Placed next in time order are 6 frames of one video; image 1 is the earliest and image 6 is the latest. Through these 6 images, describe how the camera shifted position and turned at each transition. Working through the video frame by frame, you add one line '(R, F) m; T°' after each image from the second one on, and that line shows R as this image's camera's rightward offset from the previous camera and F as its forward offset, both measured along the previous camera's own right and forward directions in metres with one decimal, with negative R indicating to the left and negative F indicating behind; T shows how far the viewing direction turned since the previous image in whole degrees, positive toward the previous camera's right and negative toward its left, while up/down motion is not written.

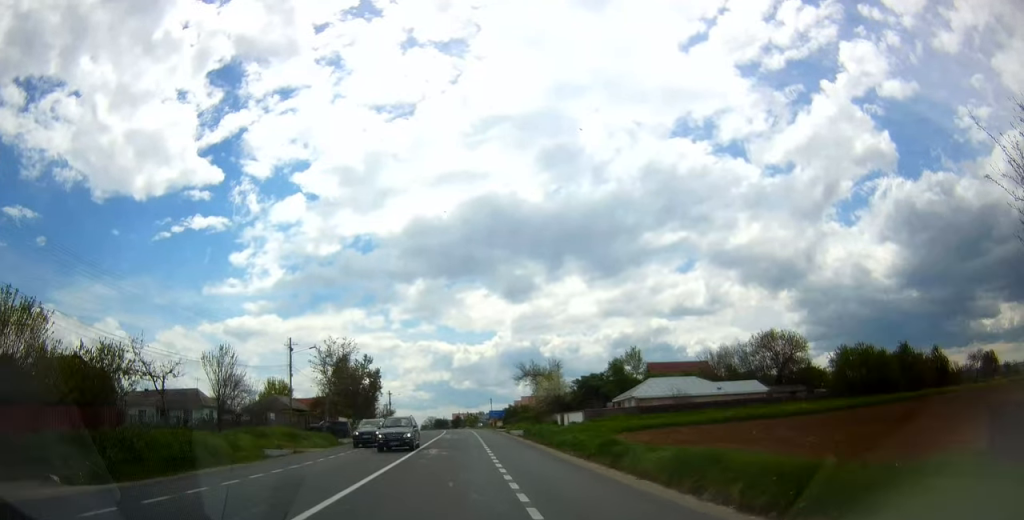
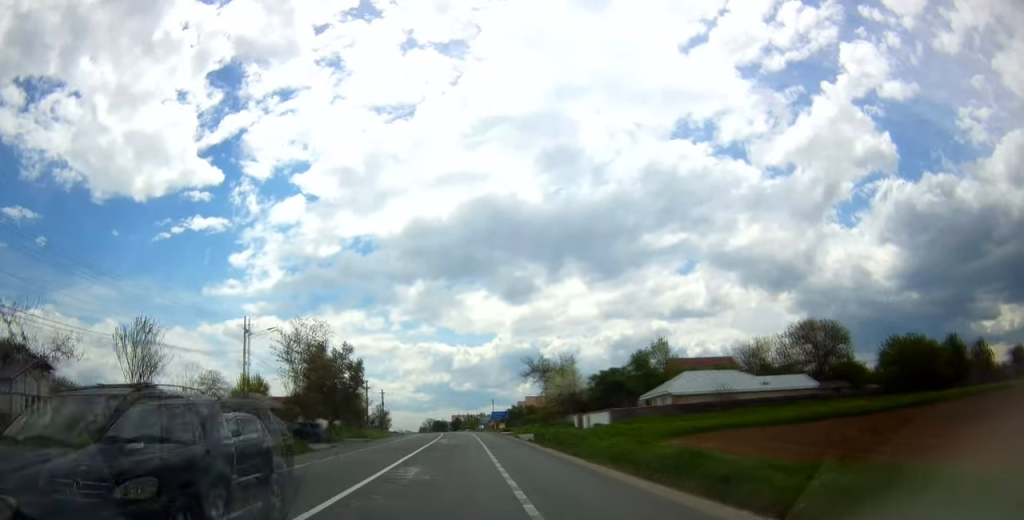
(0.0, +11.1) m; 0°
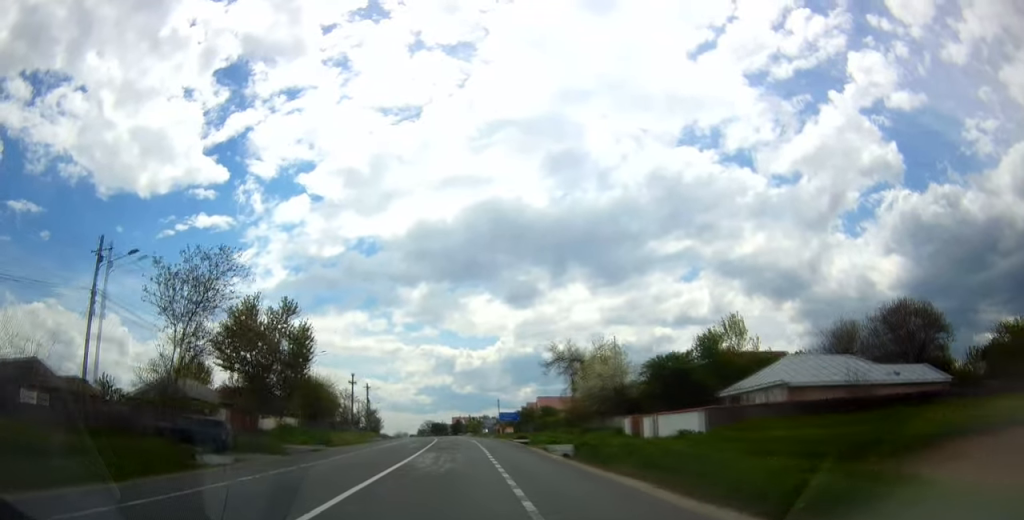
(+0.3, +19.4) m; +1°
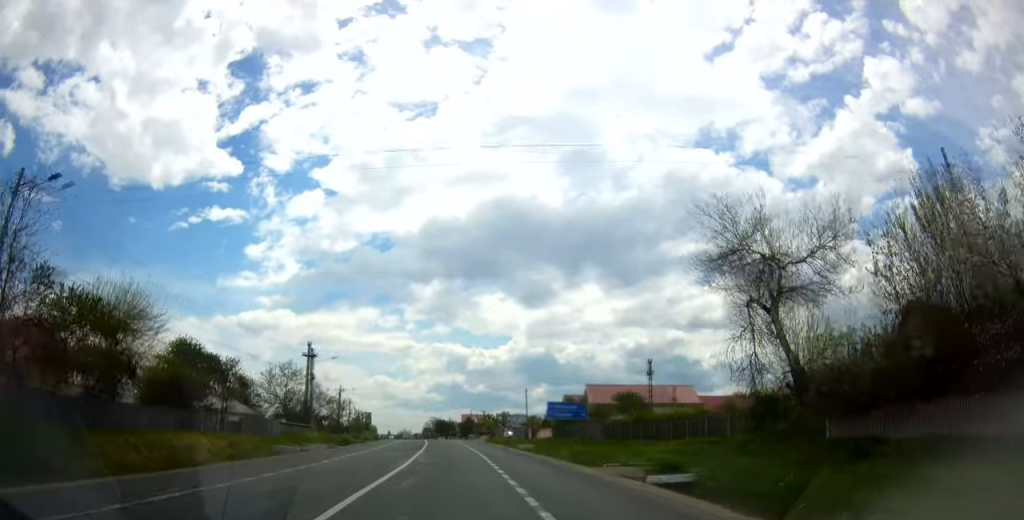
(-0.2, +40.6) m; -2°
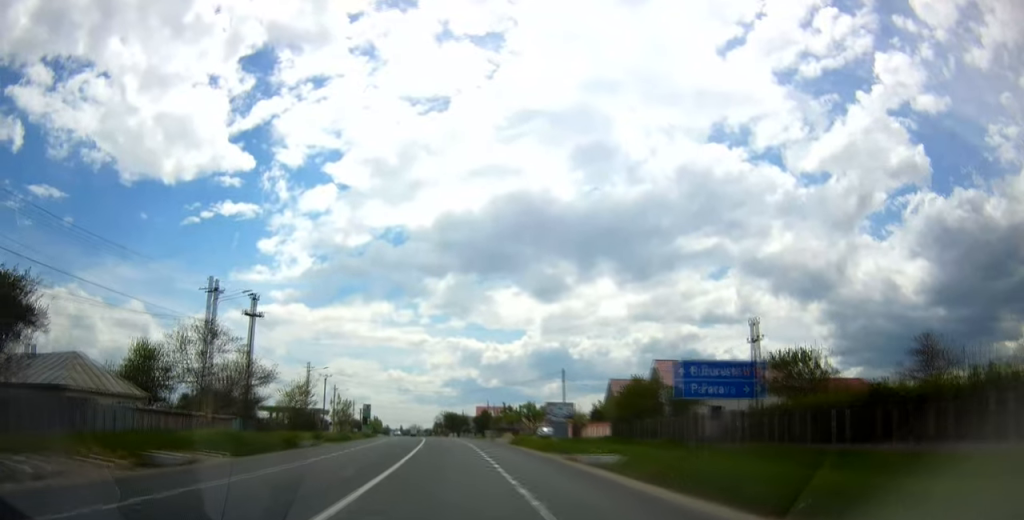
(-0.6, +24.9) m; -1°
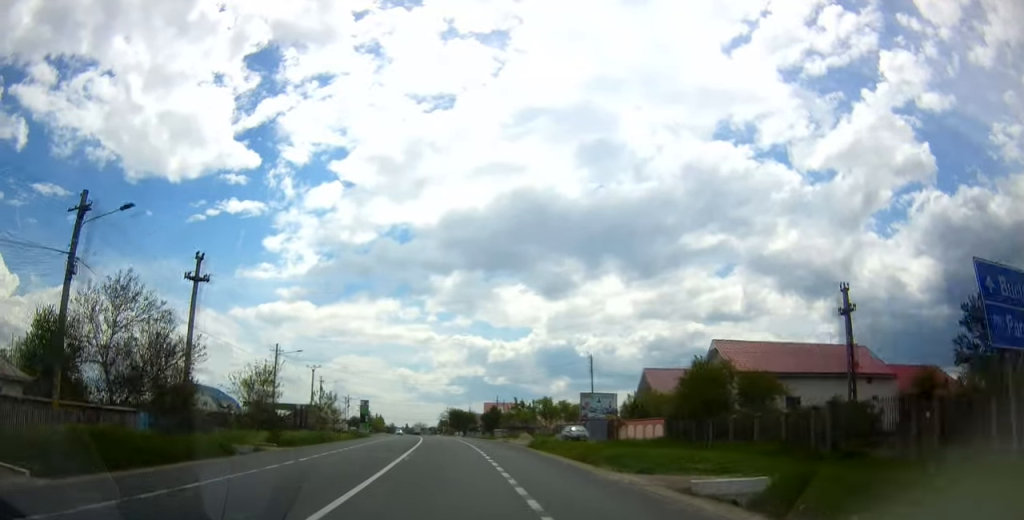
(-0.1, +12.7) m; +1°
